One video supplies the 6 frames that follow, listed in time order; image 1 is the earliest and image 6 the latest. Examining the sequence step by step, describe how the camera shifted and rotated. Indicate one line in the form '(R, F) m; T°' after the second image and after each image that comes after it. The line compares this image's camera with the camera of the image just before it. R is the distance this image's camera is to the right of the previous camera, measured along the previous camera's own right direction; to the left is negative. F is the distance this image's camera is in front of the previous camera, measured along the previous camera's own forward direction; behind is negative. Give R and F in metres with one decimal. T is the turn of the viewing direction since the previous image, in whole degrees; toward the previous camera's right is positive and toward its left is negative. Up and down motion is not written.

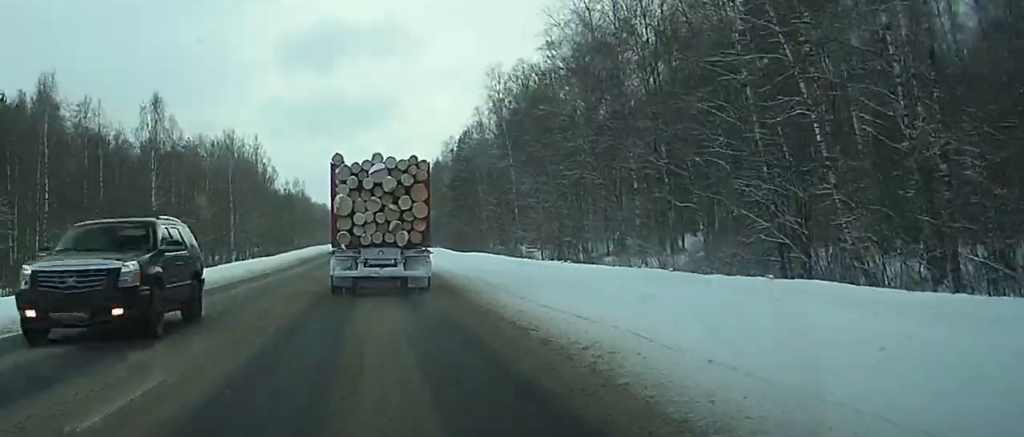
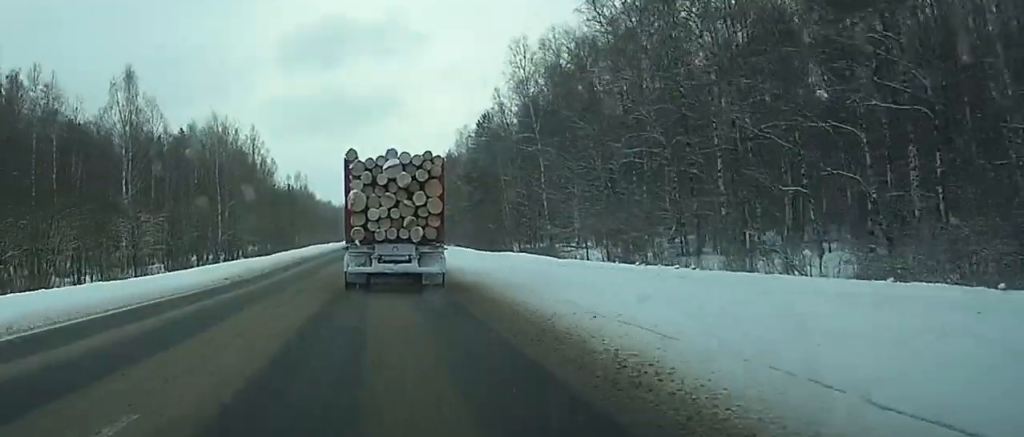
(+0.1, +14.3) m; 0°
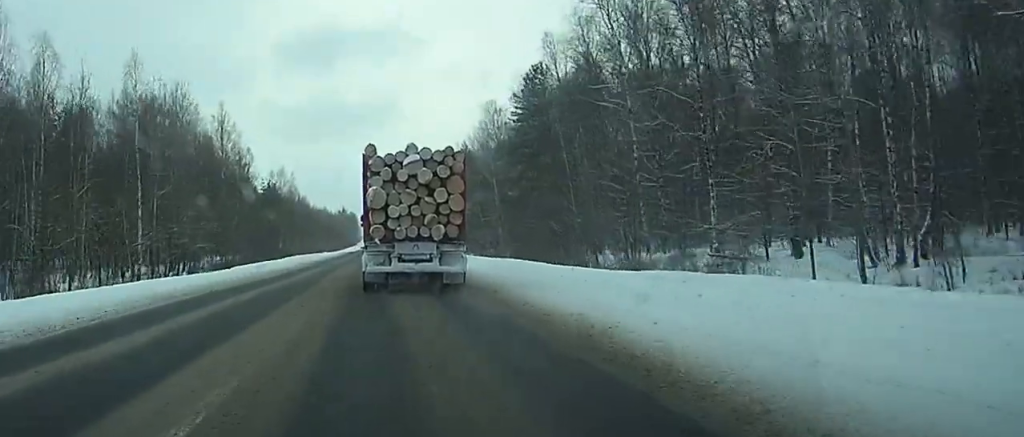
(-0.5, +34.1) m; -1°
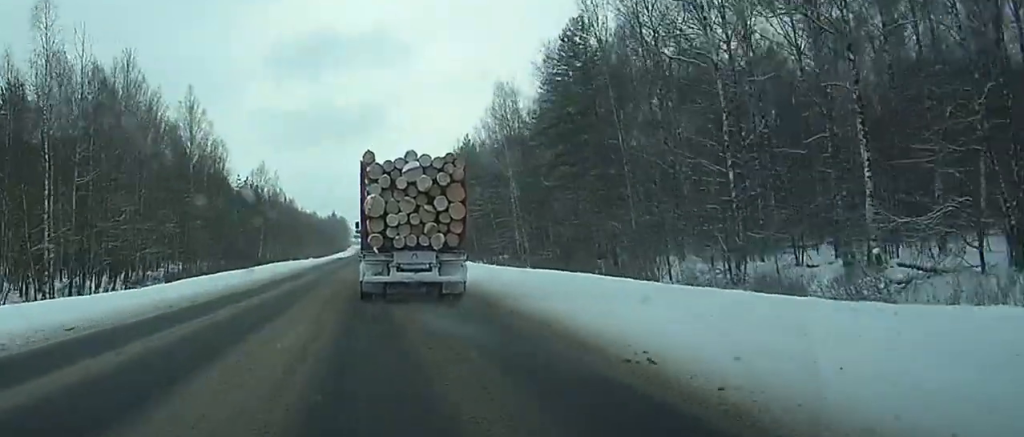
(0.0, +16.9) m; +1°
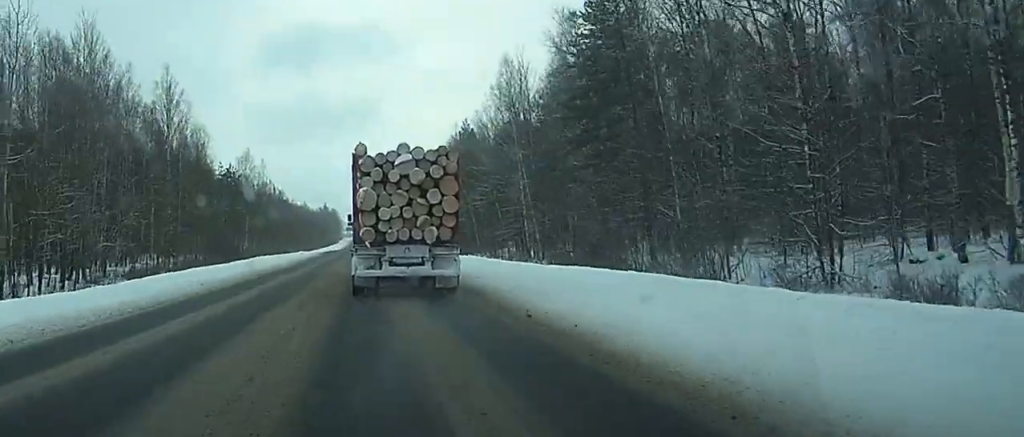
(+0.1, +8.4) m; 0°
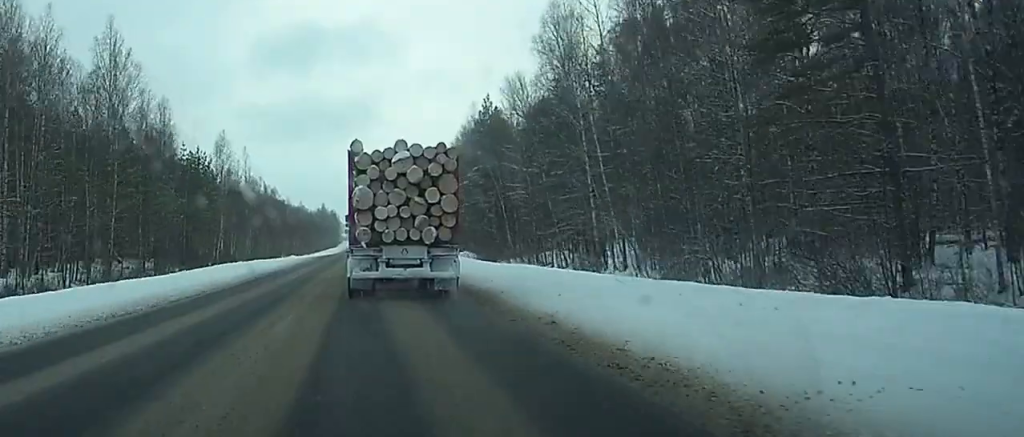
(0.0, +21.6) m; 0°
